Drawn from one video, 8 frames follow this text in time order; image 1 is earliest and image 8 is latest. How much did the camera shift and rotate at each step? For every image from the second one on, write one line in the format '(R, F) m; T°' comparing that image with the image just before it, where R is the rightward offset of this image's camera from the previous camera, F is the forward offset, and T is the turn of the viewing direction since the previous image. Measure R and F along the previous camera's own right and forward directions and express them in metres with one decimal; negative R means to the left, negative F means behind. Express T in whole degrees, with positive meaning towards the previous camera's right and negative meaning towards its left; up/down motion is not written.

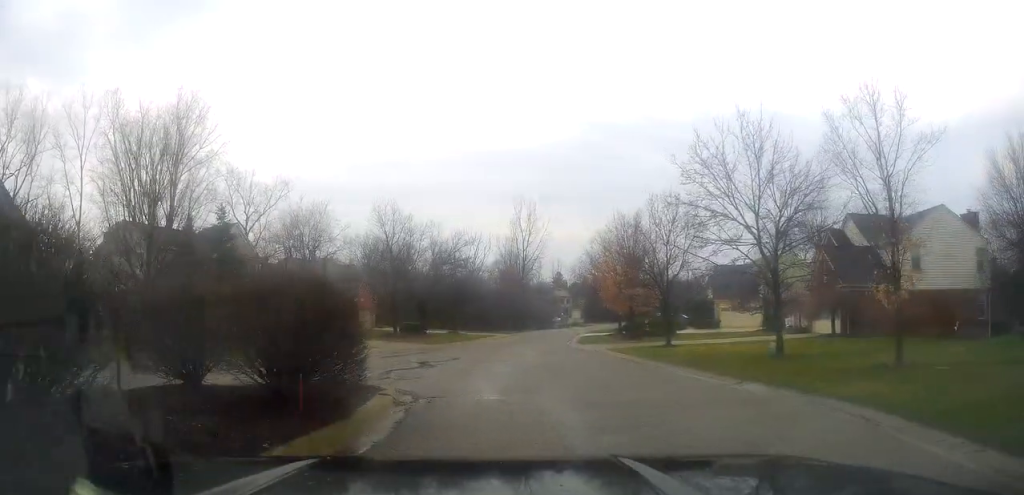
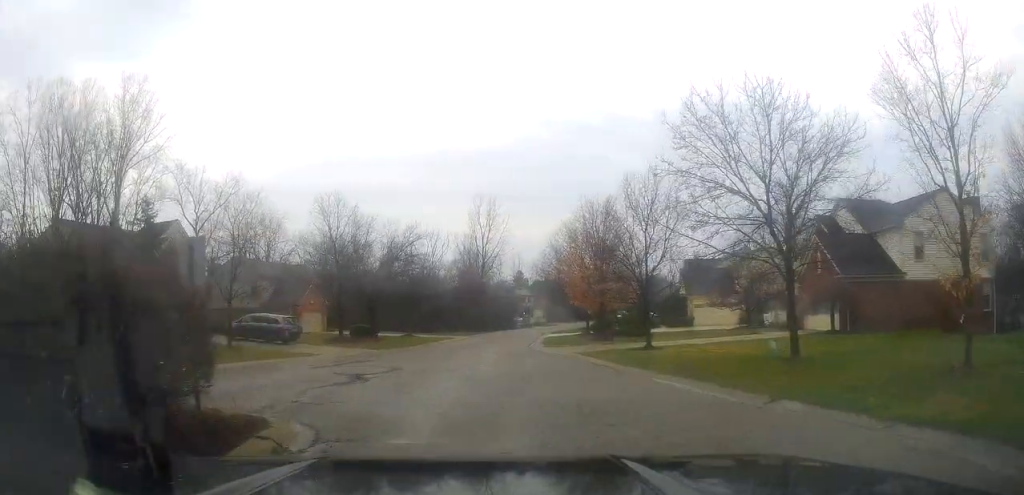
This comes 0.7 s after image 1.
(+0.5, +4.1) m; +6°
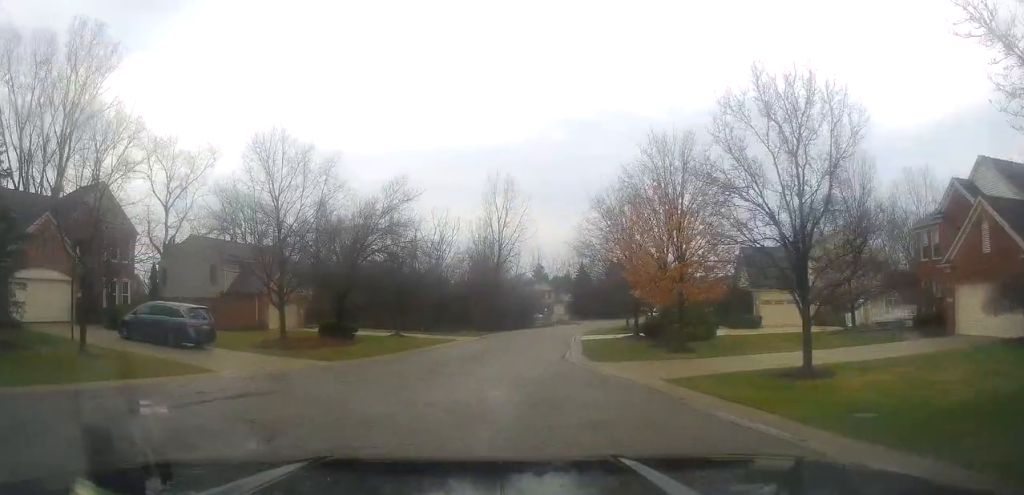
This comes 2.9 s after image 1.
(-0.4, +13.6) m; -2°
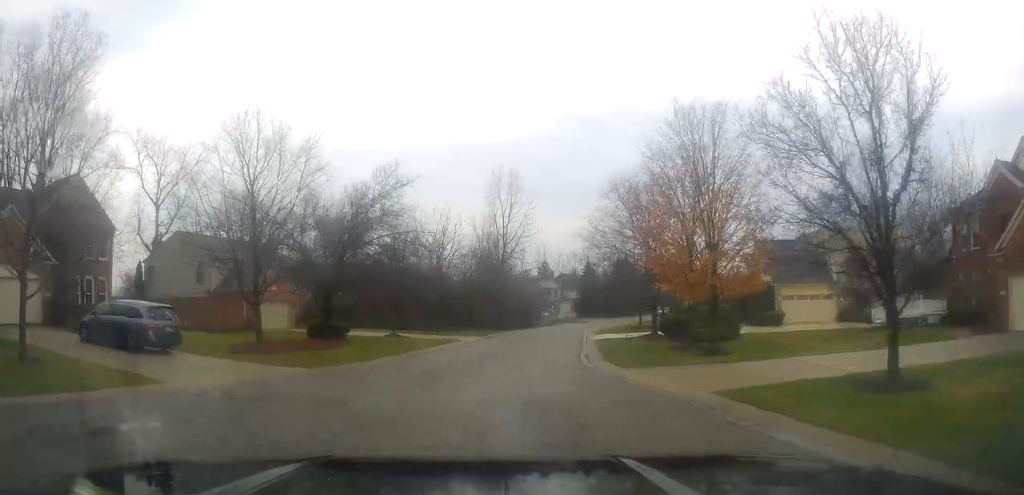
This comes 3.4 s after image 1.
(+0.2, +3.5) m; -2°
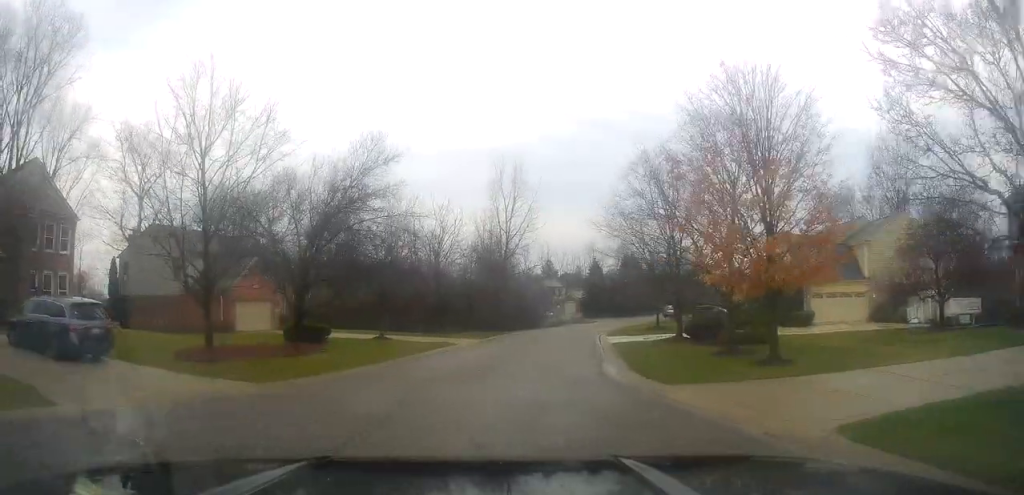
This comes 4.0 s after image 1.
(+0.2, +4.6) m; -2°
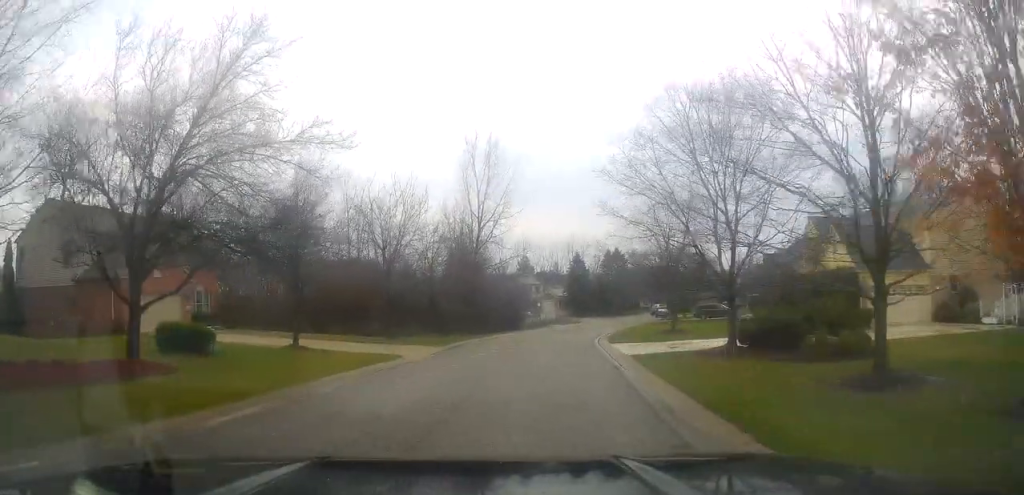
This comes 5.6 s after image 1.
(-0.6, +11.0) m; +1°
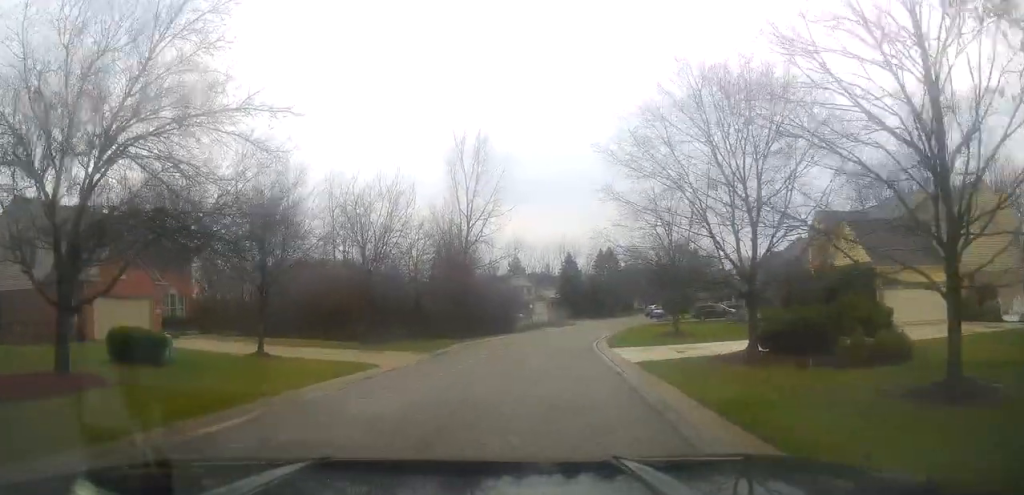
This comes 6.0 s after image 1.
(0.0, +2.8) m; +2°
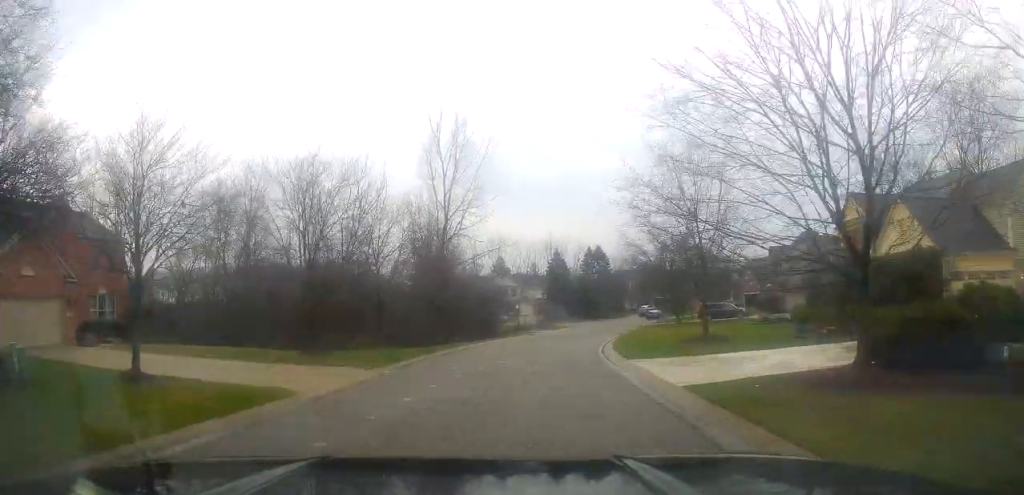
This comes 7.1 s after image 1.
(+0.3, +7.1) m; +3°
